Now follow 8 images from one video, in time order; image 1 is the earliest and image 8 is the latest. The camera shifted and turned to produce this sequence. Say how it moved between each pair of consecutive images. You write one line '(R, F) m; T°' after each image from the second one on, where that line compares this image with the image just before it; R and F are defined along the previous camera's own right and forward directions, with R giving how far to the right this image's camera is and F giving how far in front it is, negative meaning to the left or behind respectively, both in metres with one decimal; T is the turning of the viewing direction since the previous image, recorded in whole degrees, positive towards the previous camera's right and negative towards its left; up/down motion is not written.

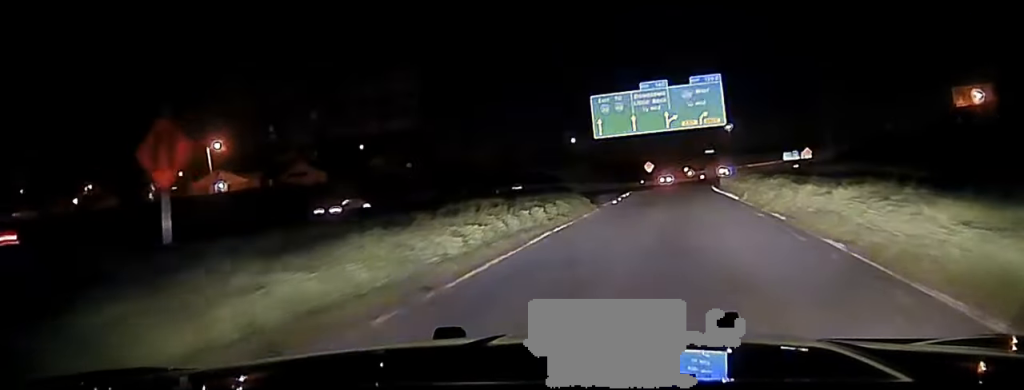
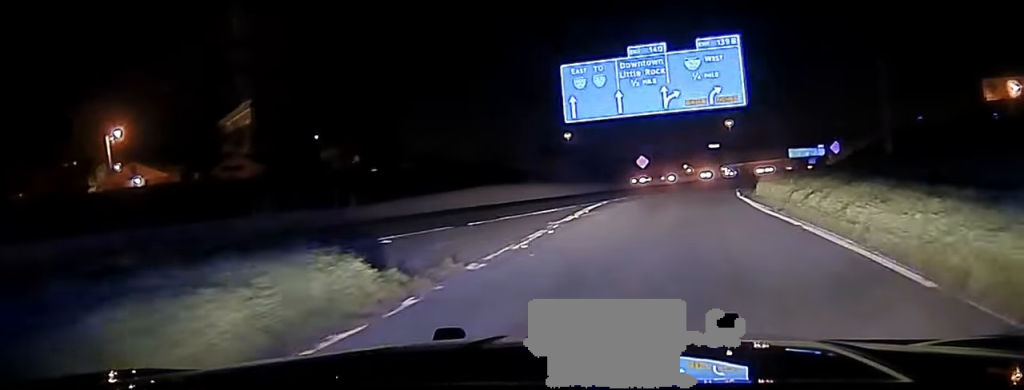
(-0.9, +28.5) m; -1°
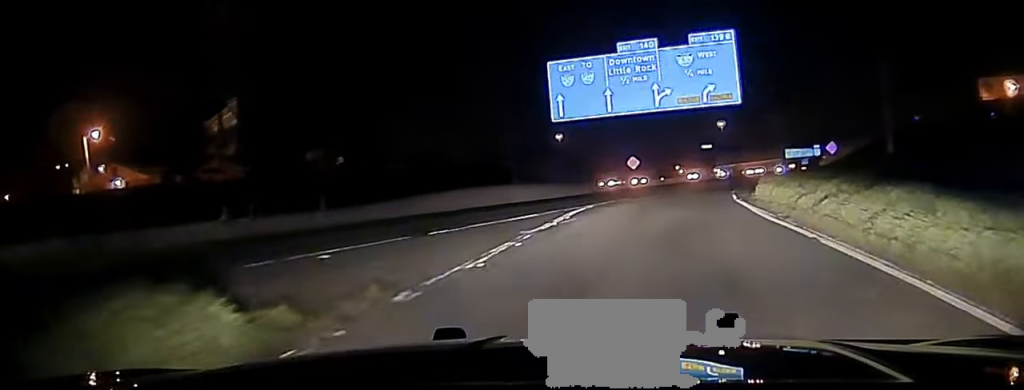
(+0.1, +3.5) m; +1°
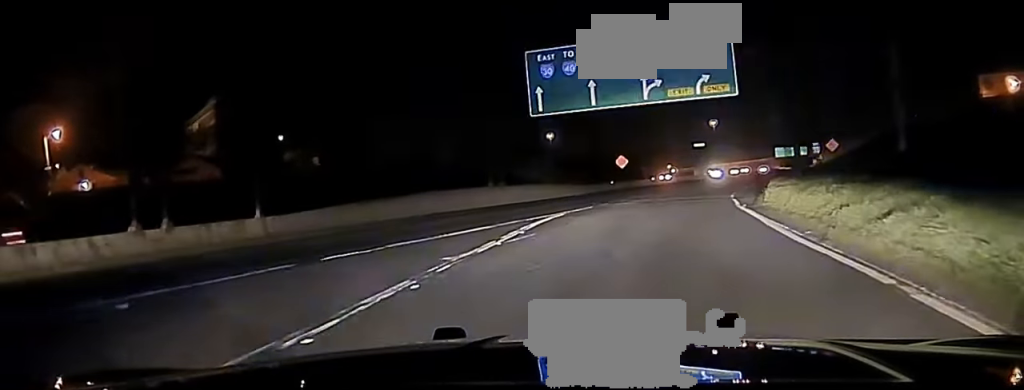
(+0.1, +8.0) m; +3°
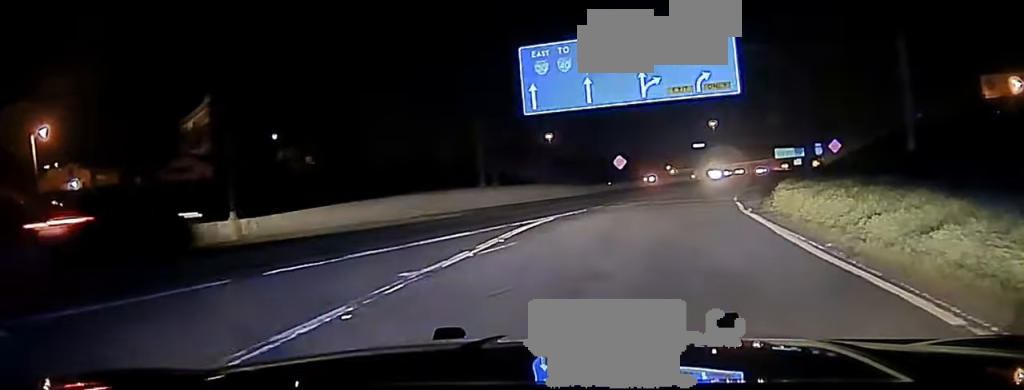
(+0.1, +2.8) m; +1°
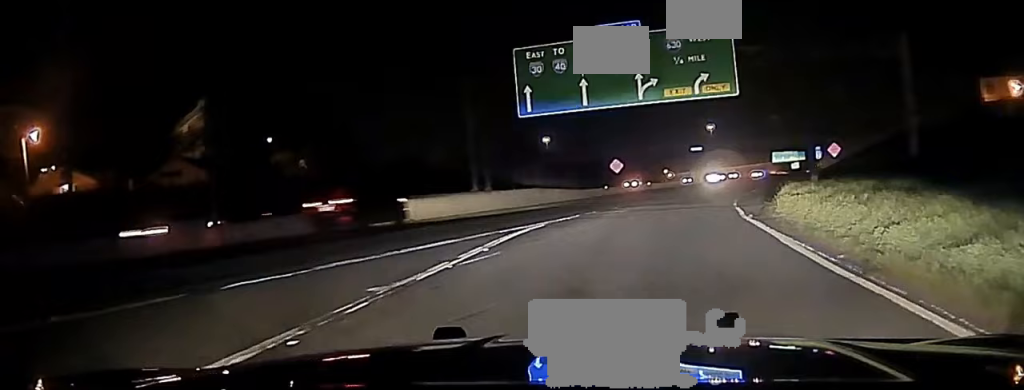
(0.0, +1.8) m; -1°
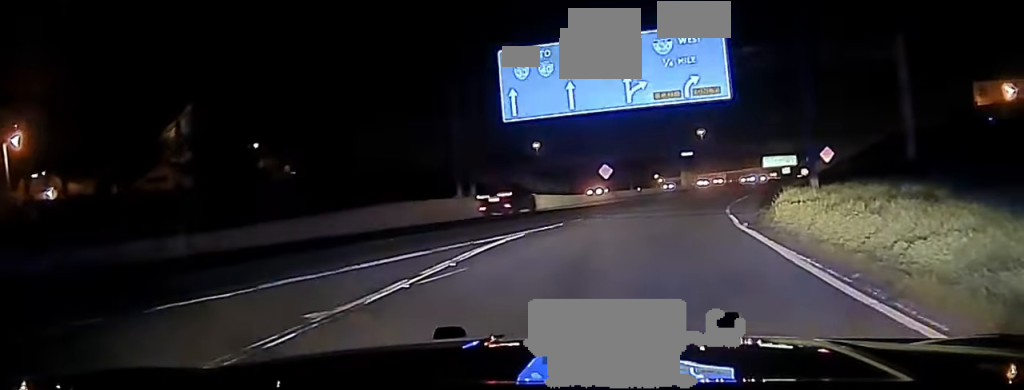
(-0.1, +2.0) m; -3°
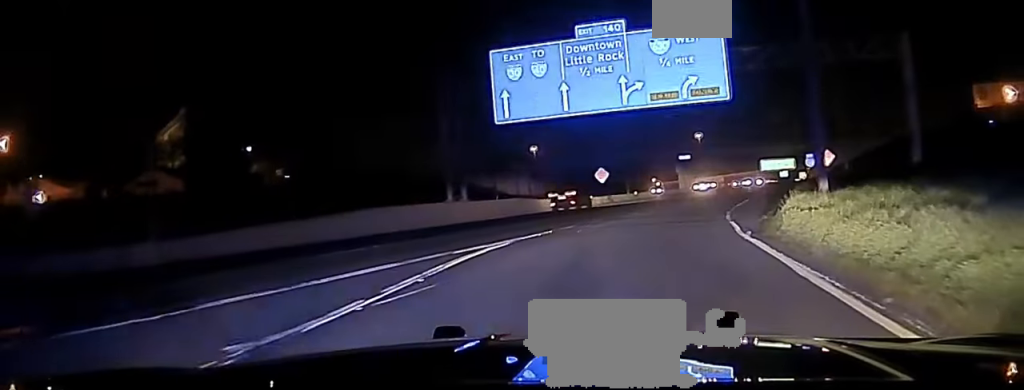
(-0.1, +1.7) m; -1°
